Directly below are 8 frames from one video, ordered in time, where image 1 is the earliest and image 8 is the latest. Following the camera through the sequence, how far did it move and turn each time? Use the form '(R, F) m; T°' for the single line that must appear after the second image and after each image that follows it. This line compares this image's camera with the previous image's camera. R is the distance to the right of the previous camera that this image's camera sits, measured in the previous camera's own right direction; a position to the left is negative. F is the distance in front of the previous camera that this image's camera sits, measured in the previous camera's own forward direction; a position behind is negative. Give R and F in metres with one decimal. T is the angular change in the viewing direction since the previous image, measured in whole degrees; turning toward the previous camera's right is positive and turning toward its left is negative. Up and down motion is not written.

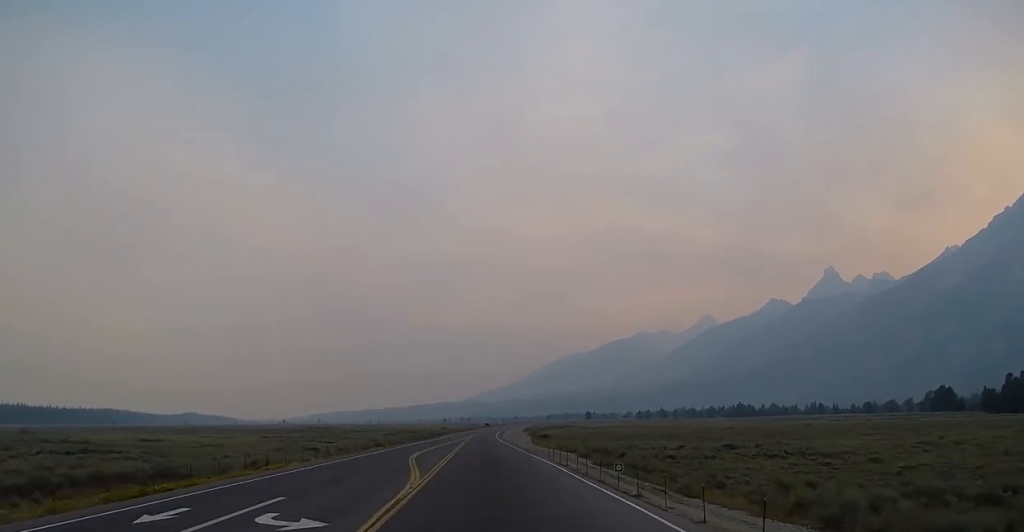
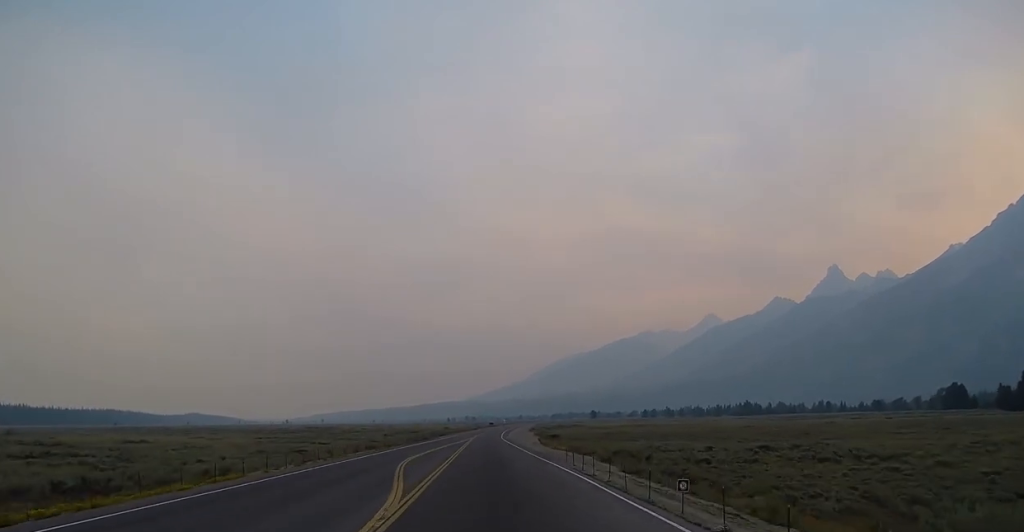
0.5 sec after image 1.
(-0.1, +7.3) m; -1°
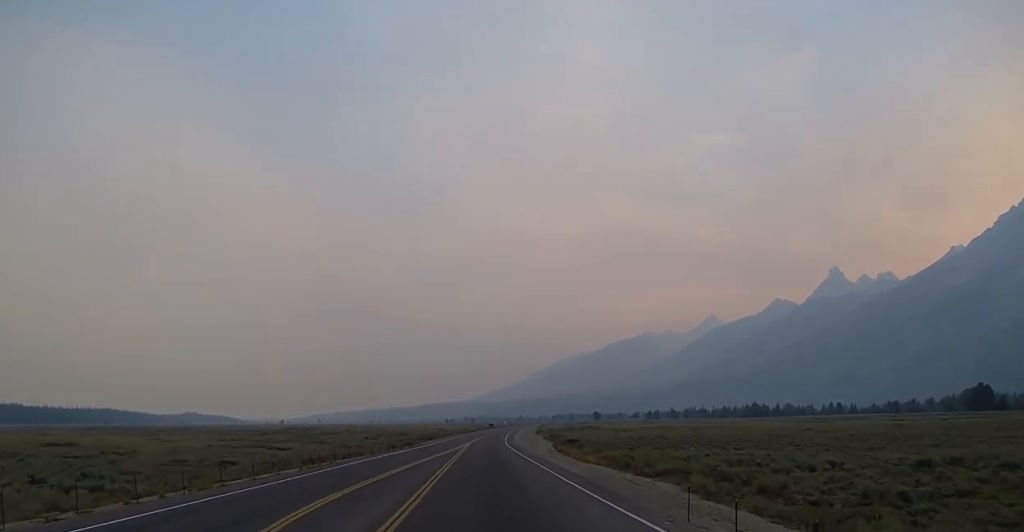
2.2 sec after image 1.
(-0.2, +23.9) m; -1°
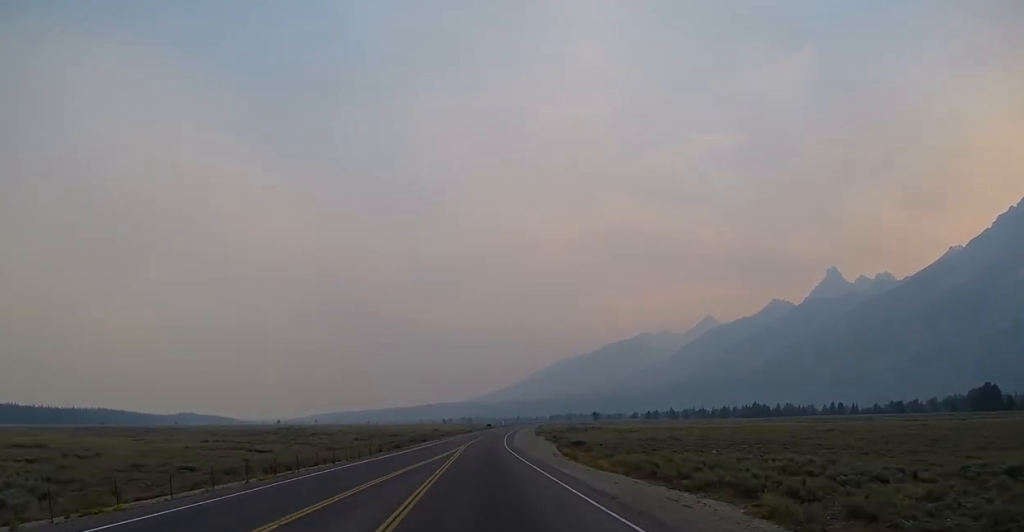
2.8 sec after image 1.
(-0.1, +7.5) m; +1°
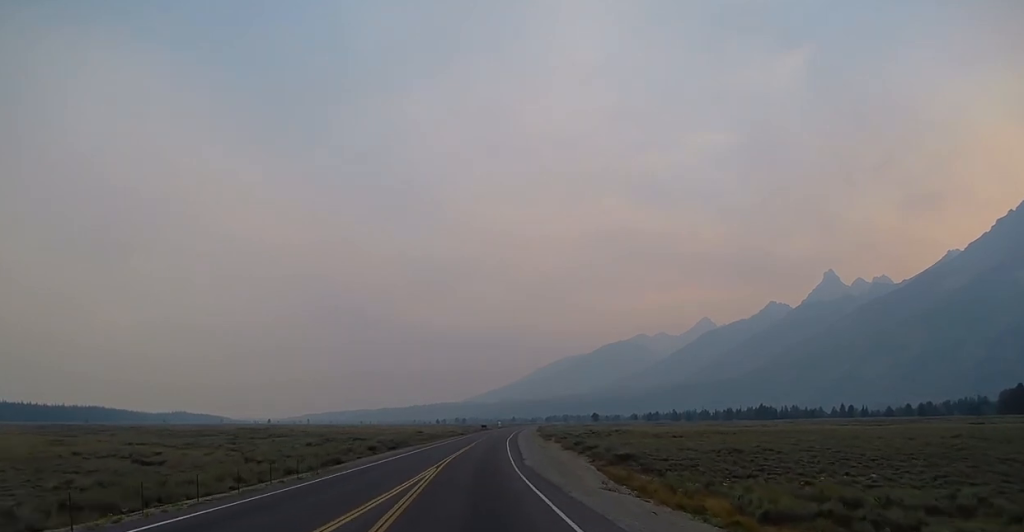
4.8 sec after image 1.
(+0.5, +27.8) m; +1°
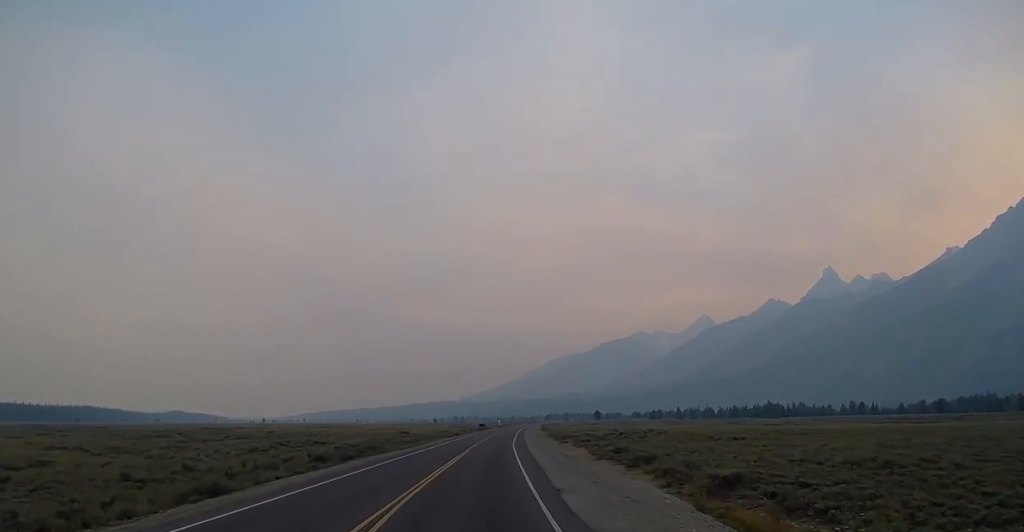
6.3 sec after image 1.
(-0.2, +21.3) m; 0°
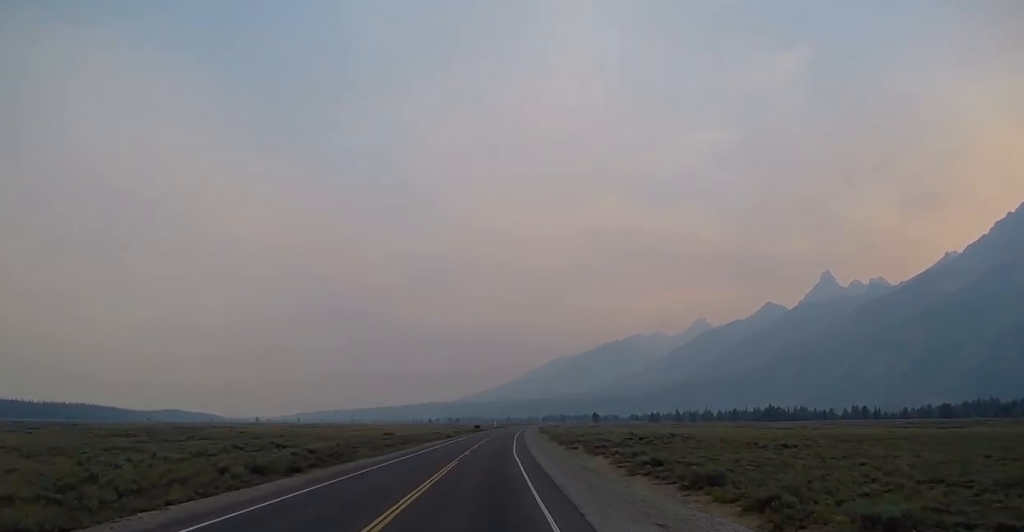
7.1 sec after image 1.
(+0.2, +12.6) m; +1°
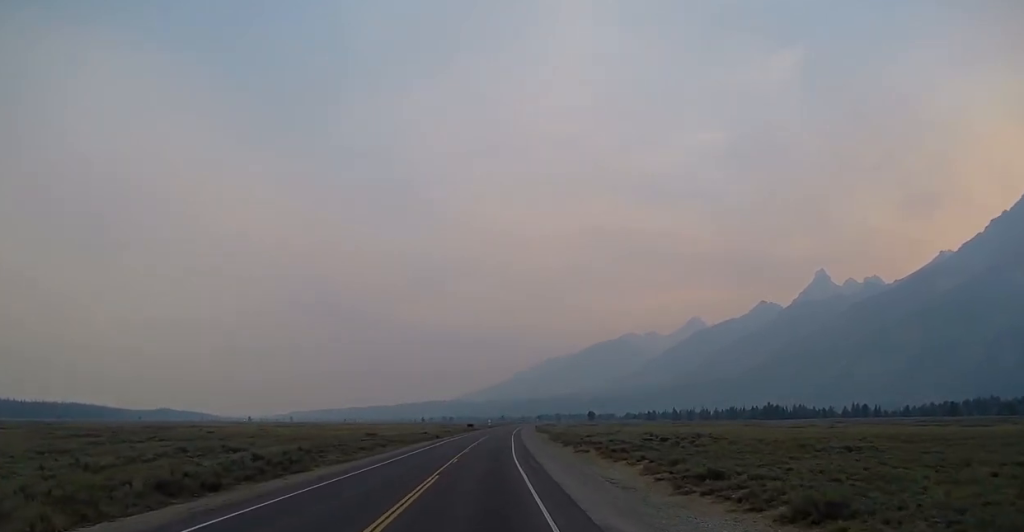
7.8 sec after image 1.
(-0.1, +10.2) m; 0°
